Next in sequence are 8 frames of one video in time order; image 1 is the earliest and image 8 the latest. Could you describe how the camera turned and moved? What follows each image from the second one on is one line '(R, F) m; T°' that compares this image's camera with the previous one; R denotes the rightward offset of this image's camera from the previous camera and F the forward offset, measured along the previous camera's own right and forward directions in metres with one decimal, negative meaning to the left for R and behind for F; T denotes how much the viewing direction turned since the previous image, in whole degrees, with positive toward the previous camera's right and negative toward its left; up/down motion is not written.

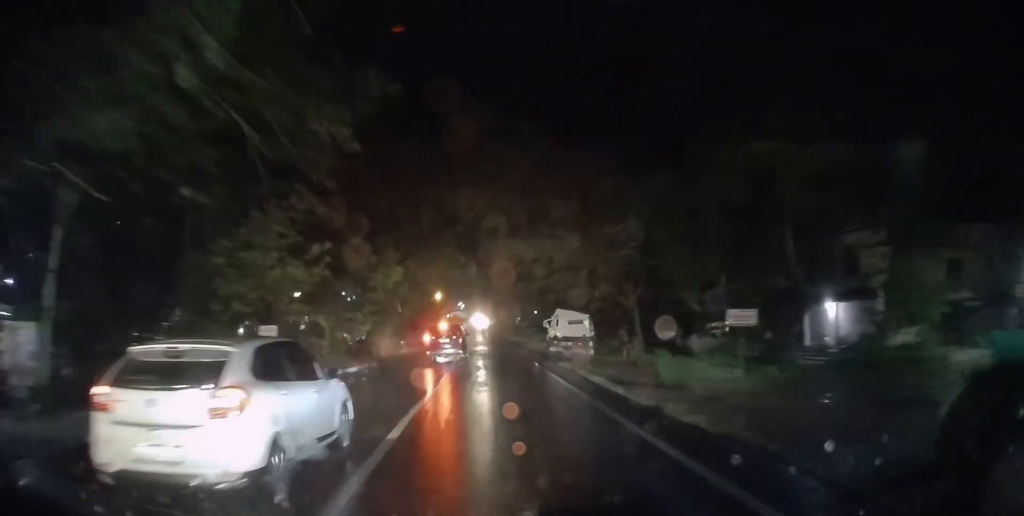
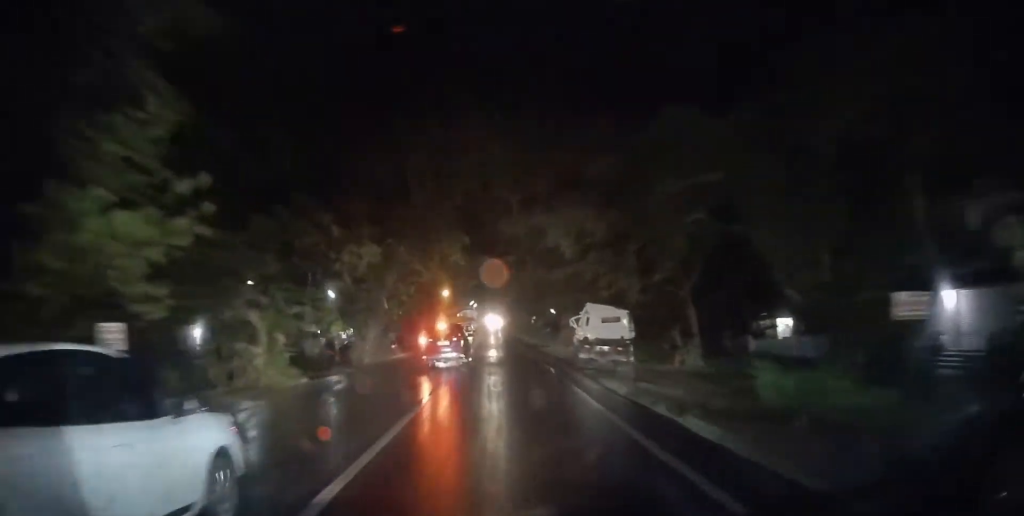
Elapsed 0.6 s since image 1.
(-0.1, +9.0) m; 0°
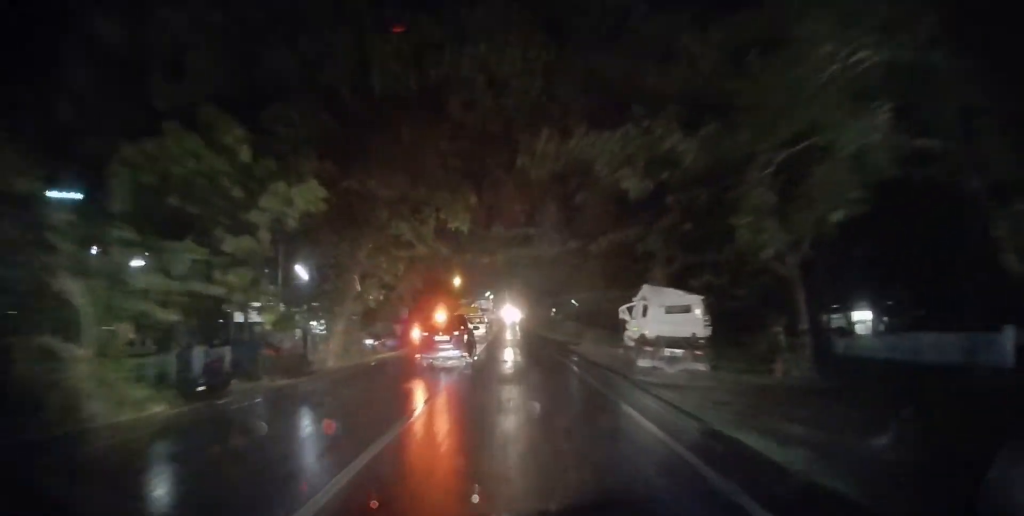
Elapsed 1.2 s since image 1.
(0.0, +9.5) m; 0°
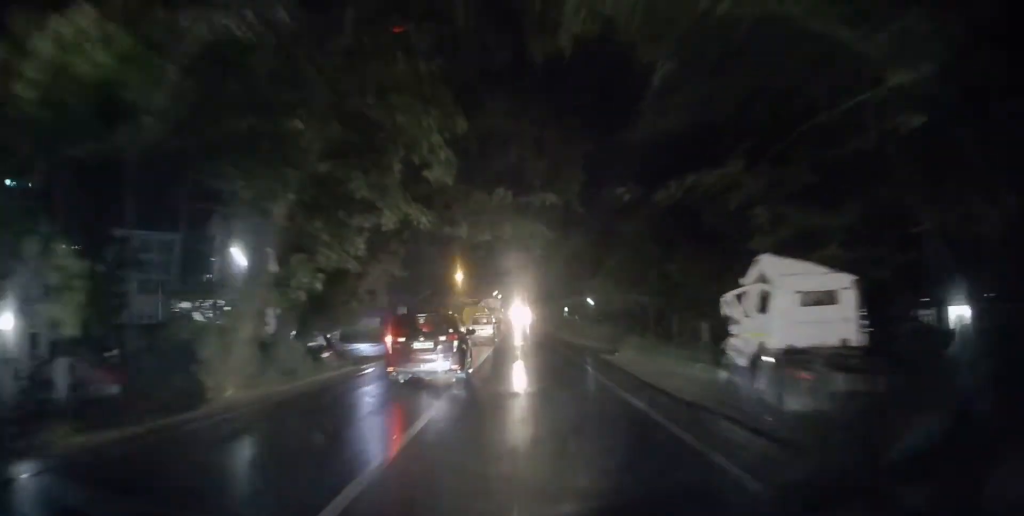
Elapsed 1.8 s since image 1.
(0.0, +10.2) m; 0°
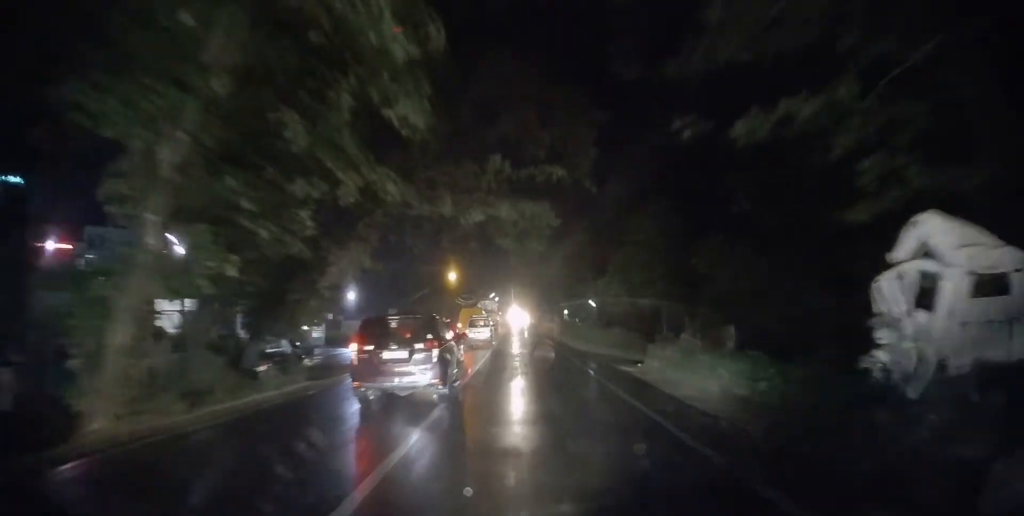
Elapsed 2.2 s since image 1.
(0.0, +6.3) m; 0°
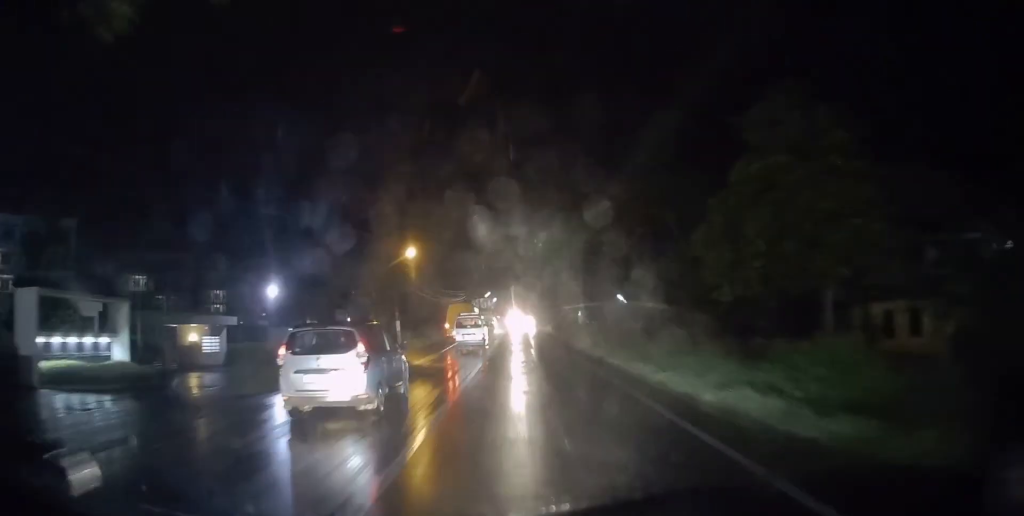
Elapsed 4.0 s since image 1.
(-0.6, +27.5) m; -2°
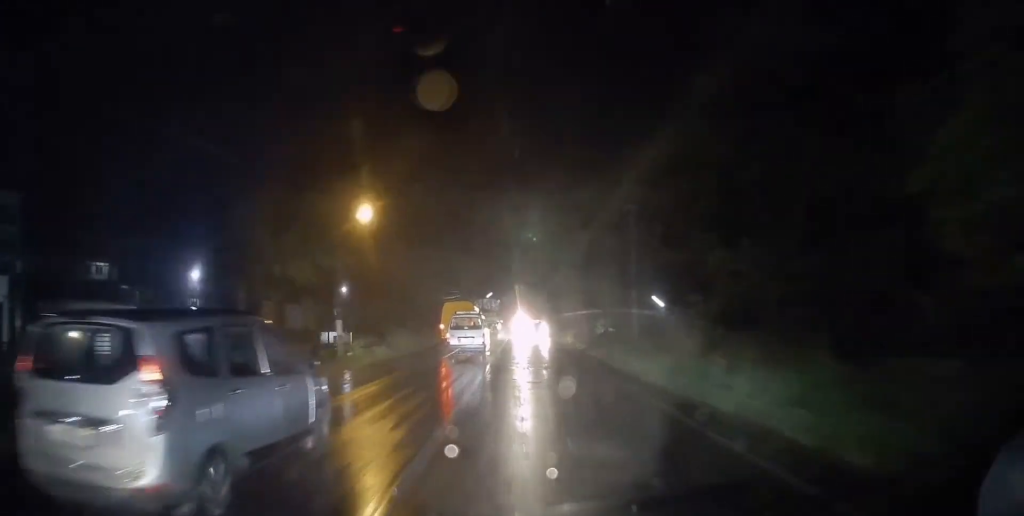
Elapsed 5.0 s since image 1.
(+0.1, +14.5) m; 0°
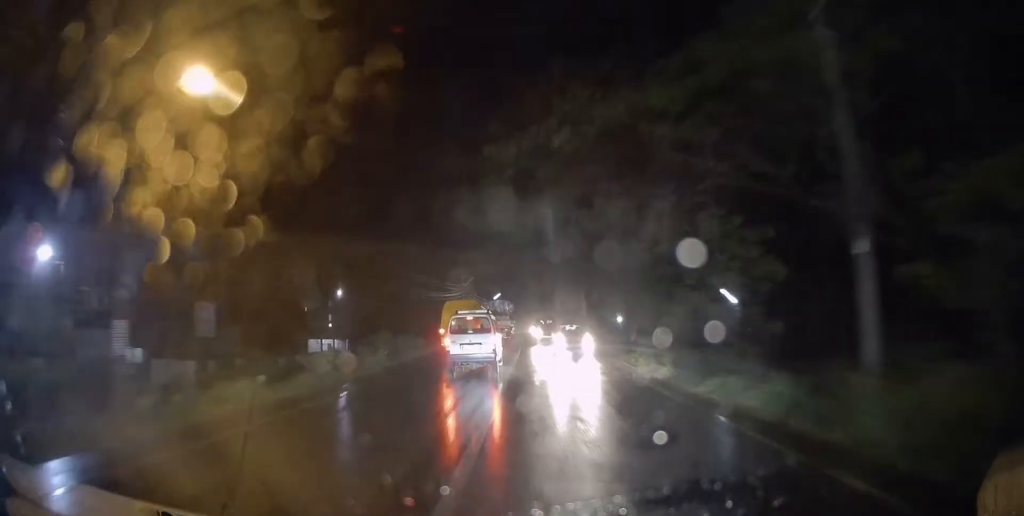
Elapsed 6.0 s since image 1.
(-0.1, +15.4) m; -1°
